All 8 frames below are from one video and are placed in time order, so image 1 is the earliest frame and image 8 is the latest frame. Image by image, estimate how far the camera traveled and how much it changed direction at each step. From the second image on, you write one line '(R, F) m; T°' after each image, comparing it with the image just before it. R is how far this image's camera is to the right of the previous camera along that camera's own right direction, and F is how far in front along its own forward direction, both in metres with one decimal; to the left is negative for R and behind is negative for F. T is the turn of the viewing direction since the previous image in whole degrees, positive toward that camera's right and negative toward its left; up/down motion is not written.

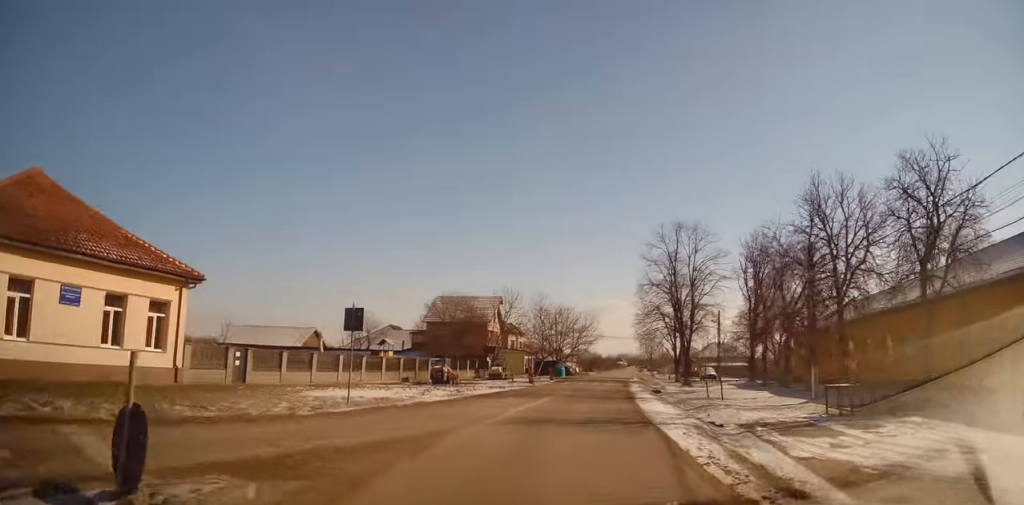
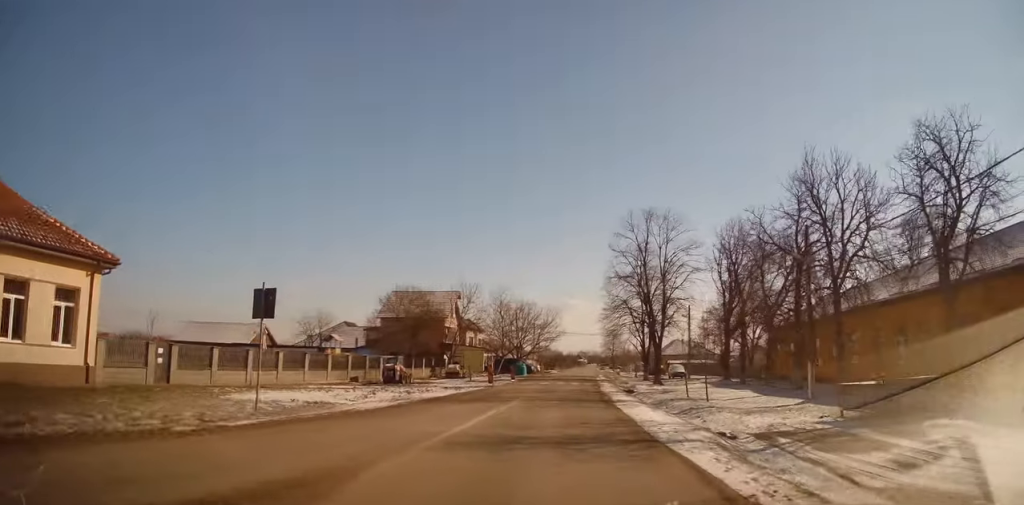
(+0.2, +3.1) m; +4°
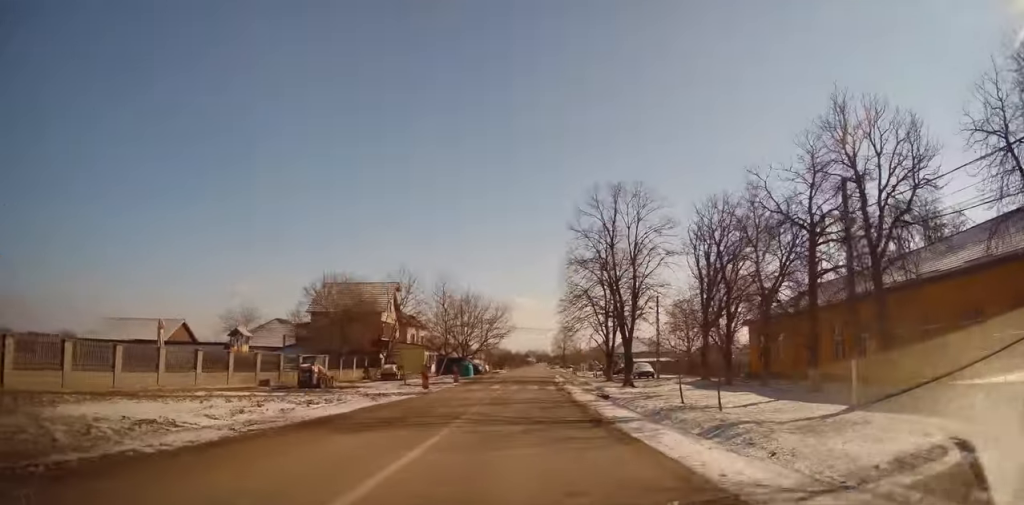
(+0.3, +6.1) m; +4°
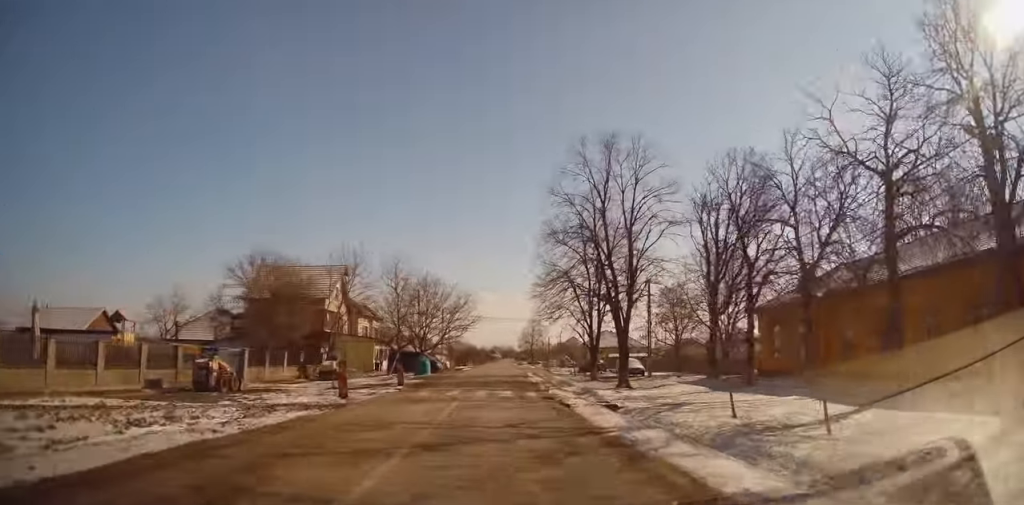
(+0.2, +7.6) m; +4°
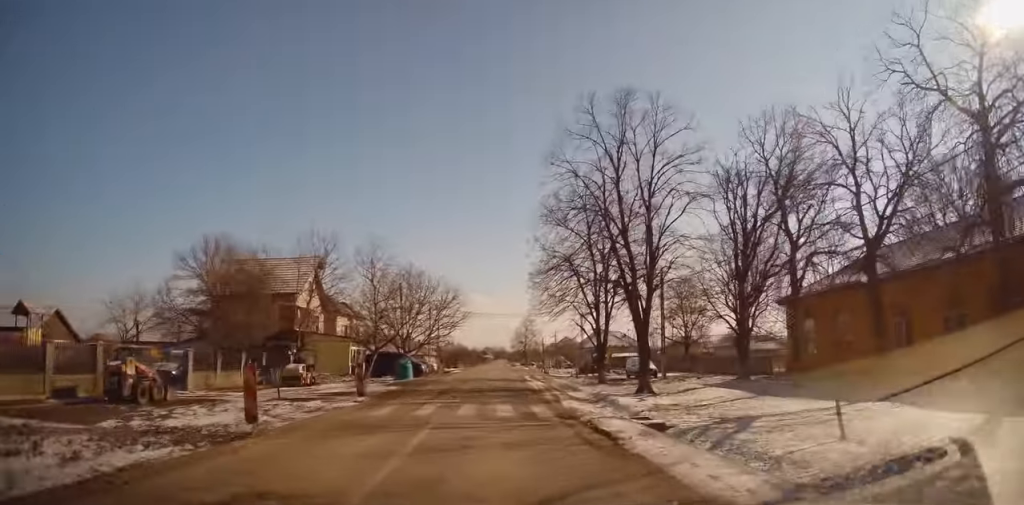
(+0.2, +5.7) m; +1°
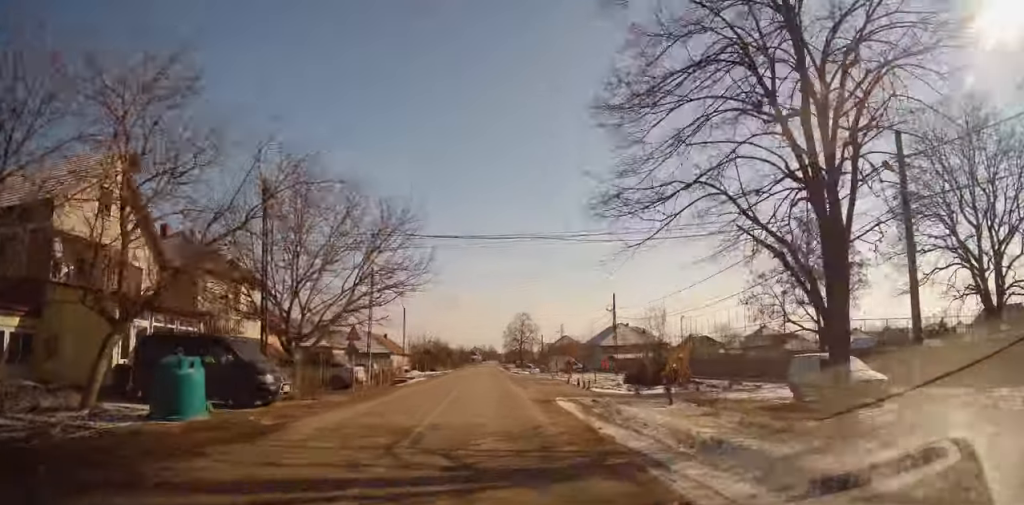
(+0.4, +26.2) m; +1°
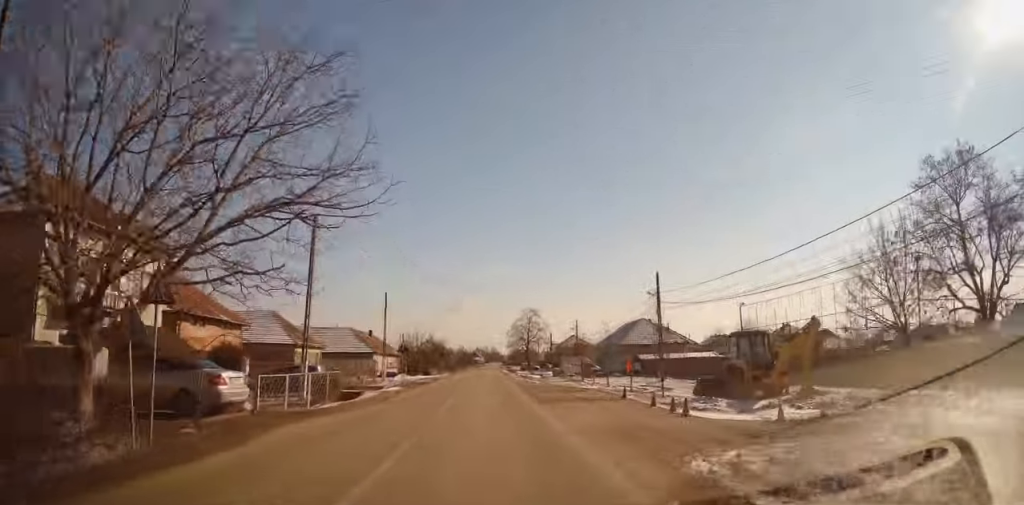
(+0.1, +12.6) m; 0°
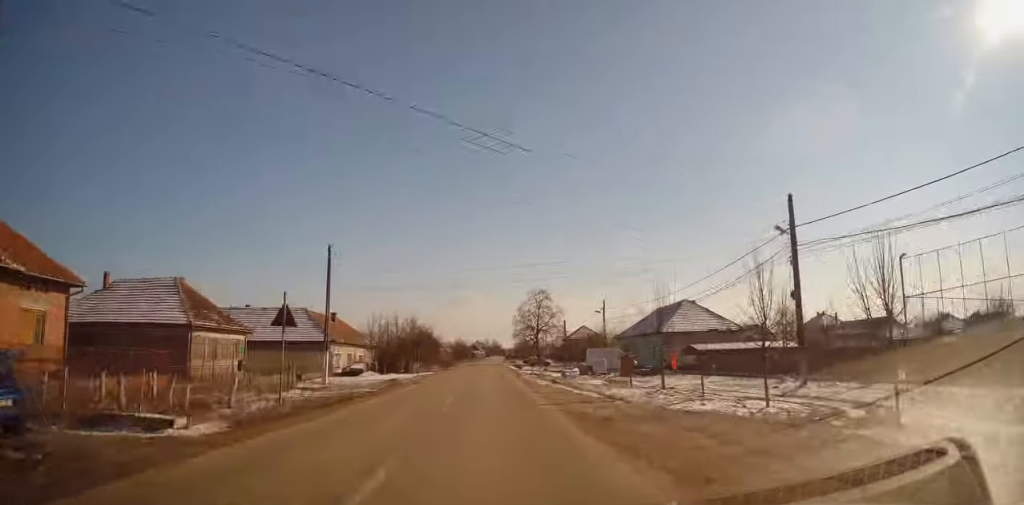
(0.0, +18.3) m; 0°
